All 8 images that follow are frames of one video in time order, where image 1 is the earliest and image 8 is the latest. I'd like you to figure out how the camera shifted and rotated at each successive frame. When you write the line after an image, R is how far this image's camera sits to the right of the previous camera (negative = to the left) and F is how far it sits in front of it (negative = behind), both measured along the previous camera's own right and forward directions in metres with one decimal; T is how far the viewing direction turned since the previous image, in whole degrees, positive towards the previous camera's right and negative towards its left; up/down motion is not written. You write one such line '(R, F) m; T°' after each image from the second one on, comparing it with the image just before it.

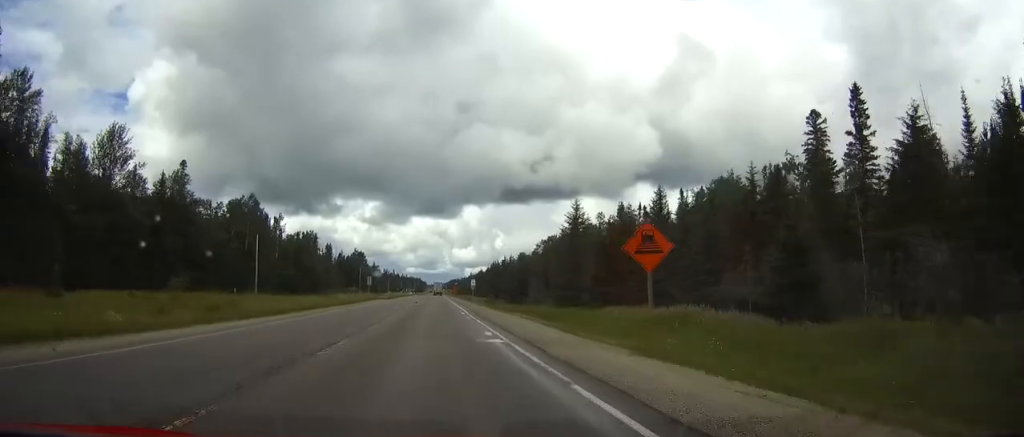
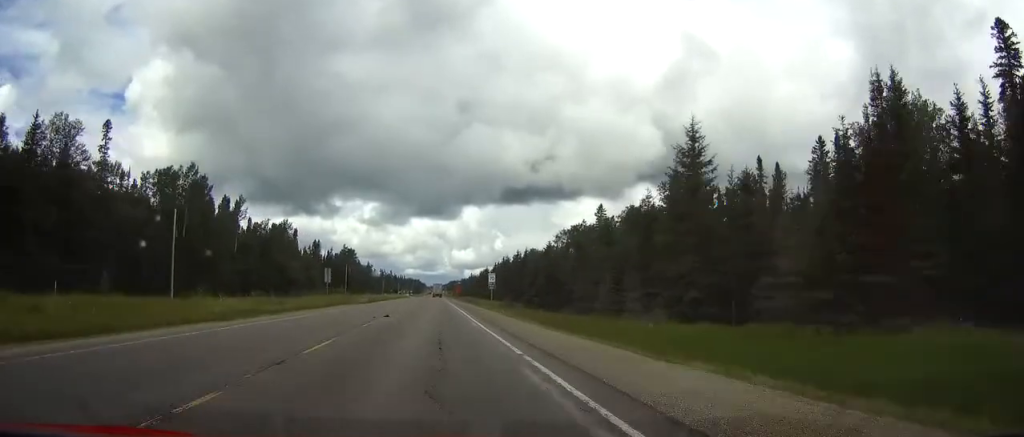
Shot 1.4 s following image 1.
(-0.1, +35.0) m; 0°
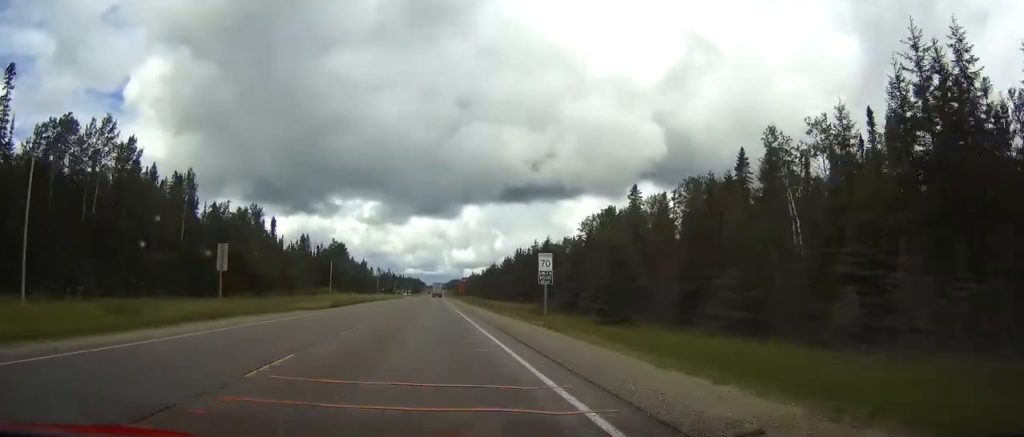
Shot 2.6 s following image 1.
(-0.1, +30.1) m; 0°
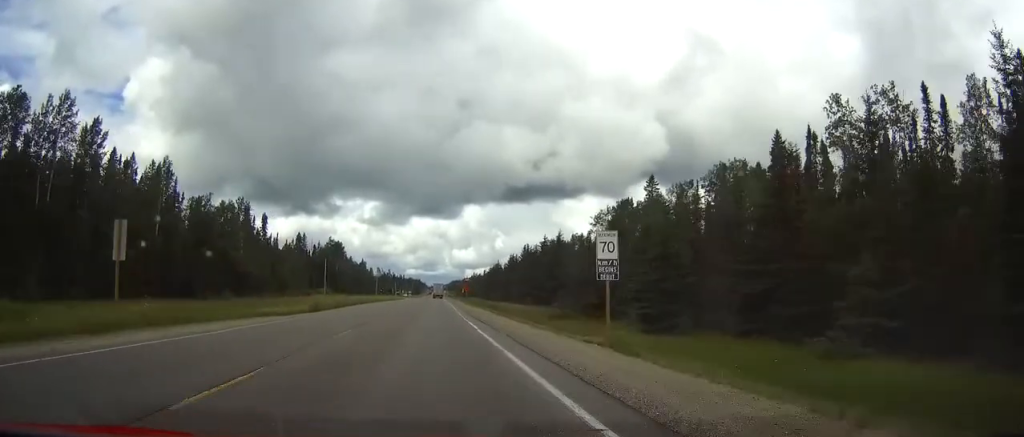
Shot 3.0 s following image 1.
(+0.1, +10.9) m; 0°
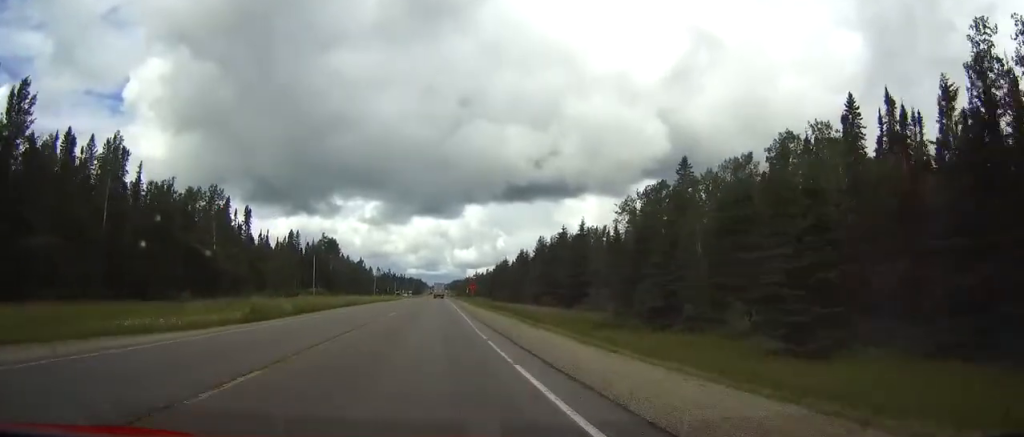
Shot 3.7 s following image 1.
(+0.1, +17.6) m; 0°
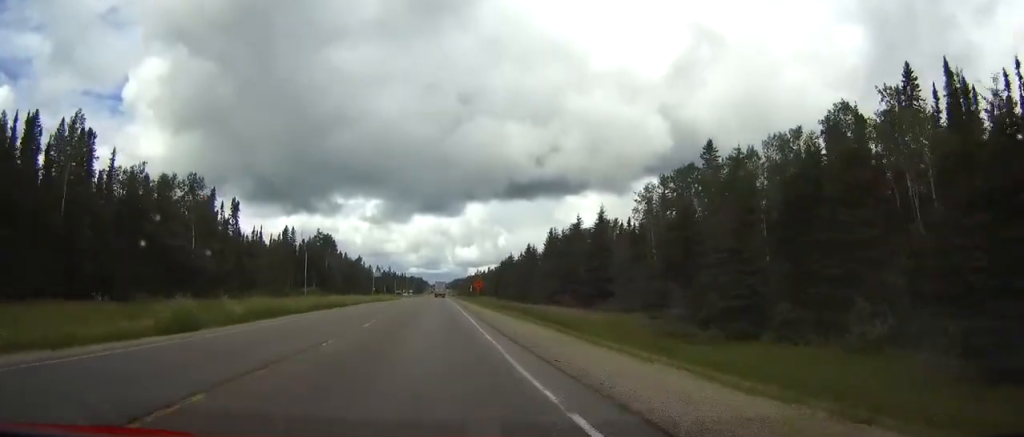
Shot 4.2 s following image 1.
(-0.1, +10.9) m; 0°
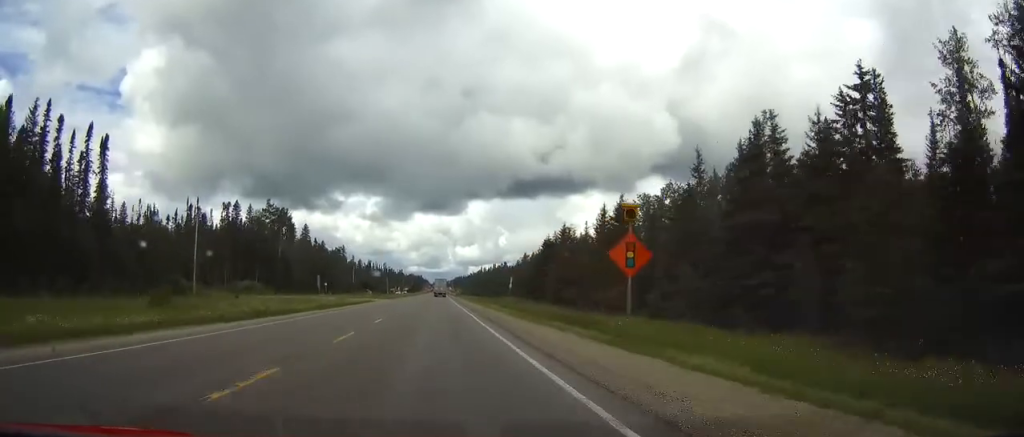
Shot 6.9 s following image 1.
(-0.5, +68.2) m; 0°
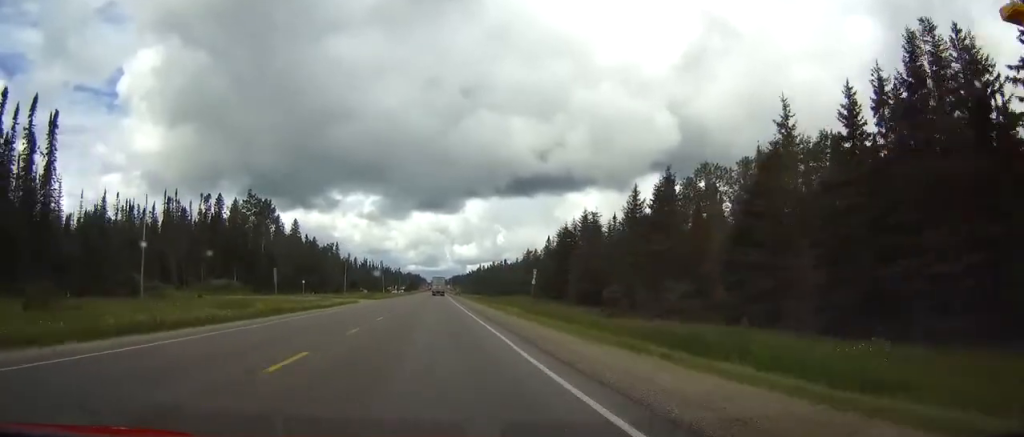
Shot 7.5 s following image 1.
(+0.1, +14.7) m; 0°
